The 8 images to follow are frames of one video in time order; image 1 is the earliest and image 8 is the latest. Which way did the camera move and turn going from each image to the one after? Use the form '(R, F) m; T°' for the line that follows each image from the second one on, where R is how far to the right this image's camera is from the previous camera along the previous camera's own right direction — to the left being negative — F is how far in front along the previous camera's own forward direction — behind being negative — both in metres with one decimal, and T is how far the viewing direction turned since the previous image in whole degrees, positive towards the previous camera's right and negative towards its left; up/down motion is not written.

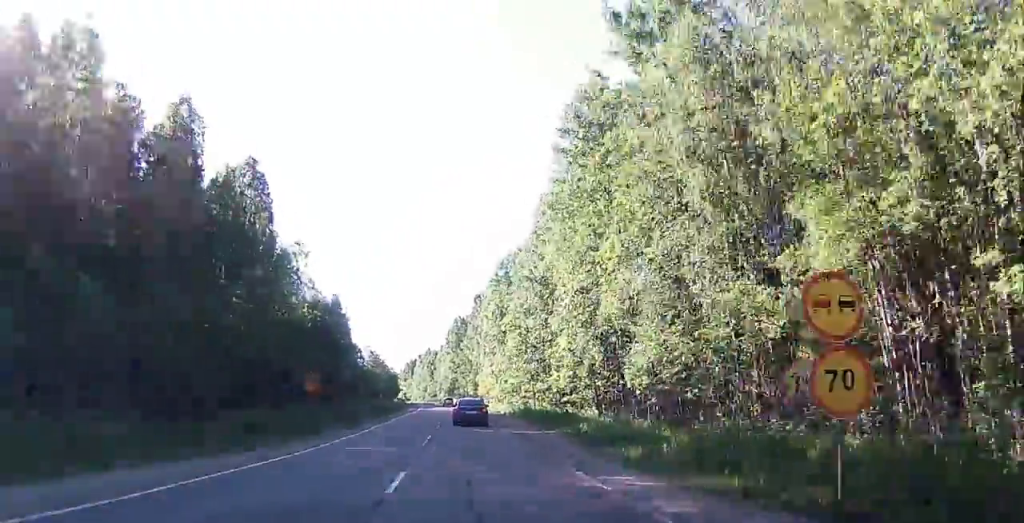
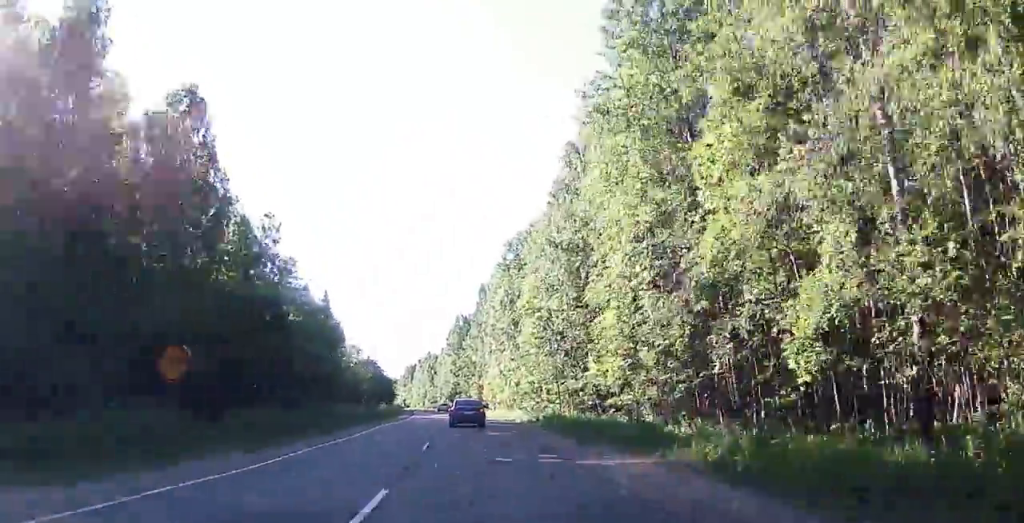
(0.0, +14.6) m; 0°
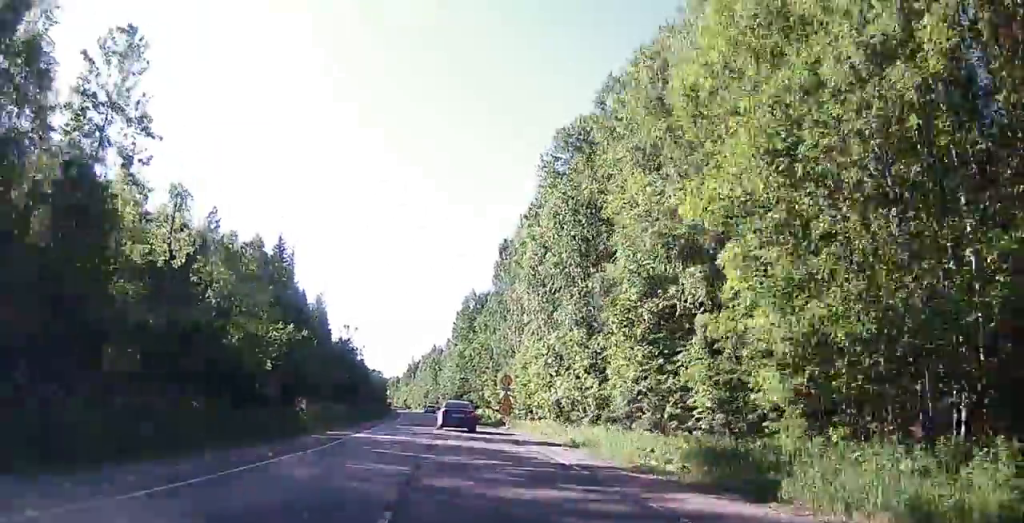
(+0.2, +37.6) m; +1°
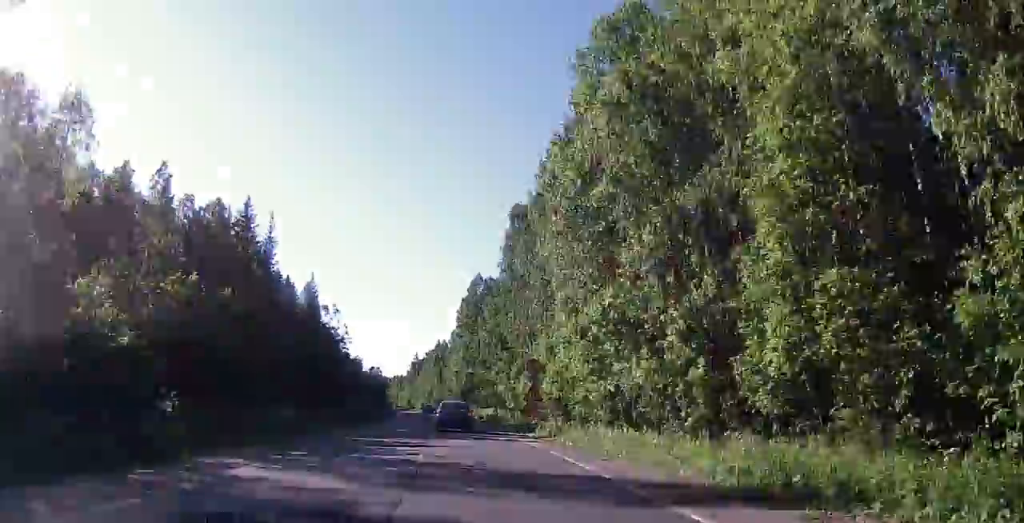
(0.0, +15.6) m; 0°
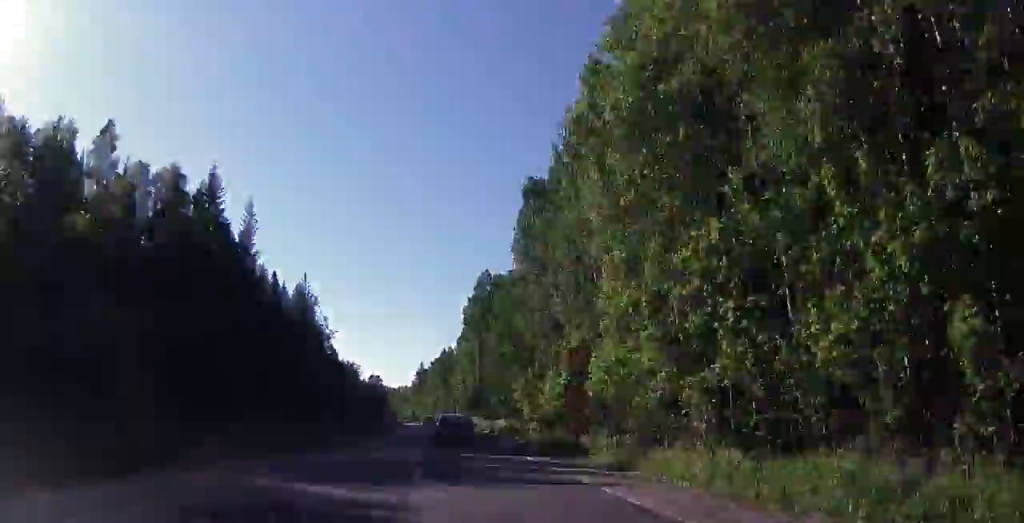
(0.0, +12.3) m; 0°
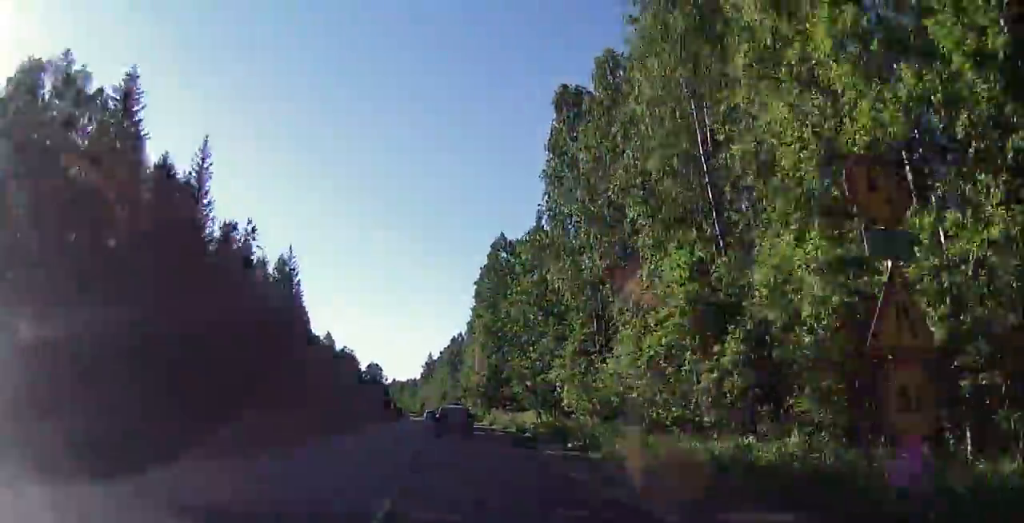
(0.0, +18.9) m; 0°
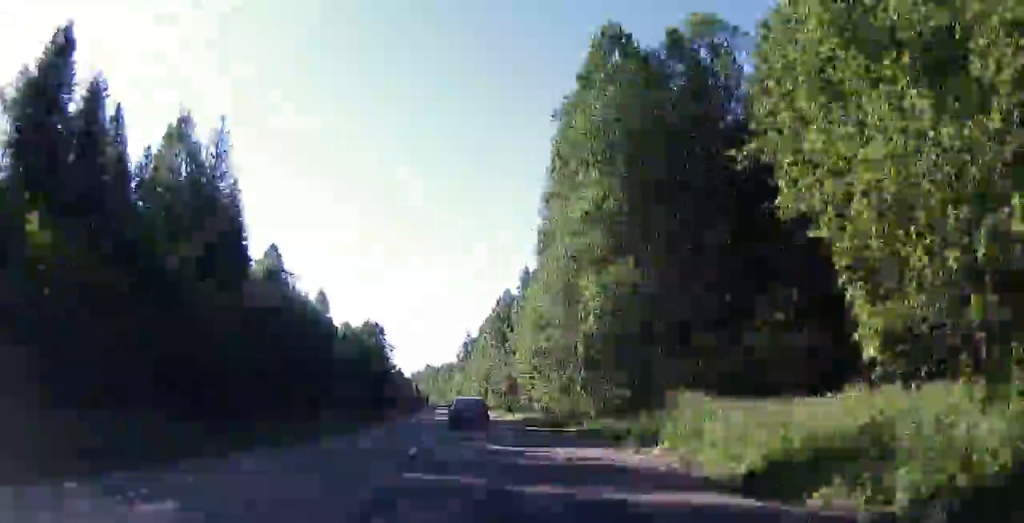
(+0.3, +52.5) m; 0°
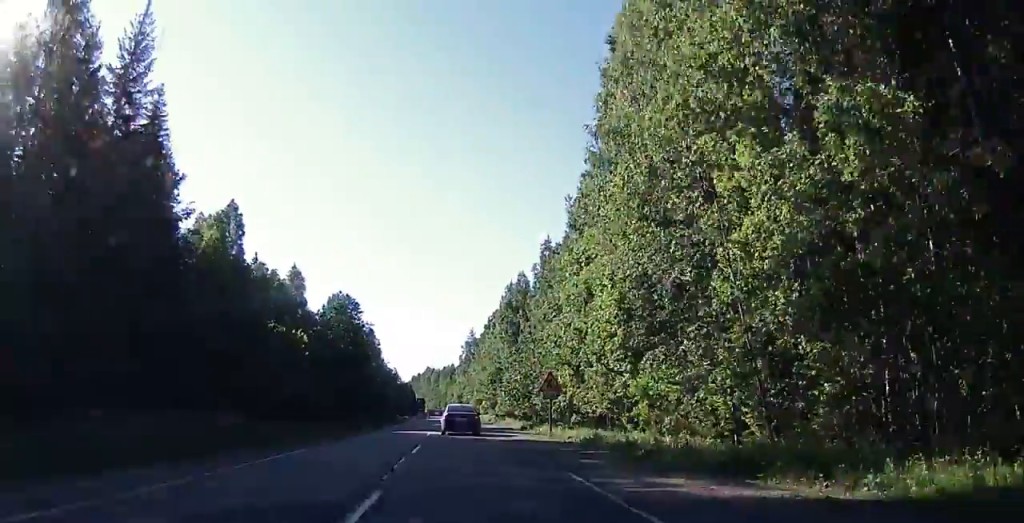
(0.0, +21.6) m; -1°
